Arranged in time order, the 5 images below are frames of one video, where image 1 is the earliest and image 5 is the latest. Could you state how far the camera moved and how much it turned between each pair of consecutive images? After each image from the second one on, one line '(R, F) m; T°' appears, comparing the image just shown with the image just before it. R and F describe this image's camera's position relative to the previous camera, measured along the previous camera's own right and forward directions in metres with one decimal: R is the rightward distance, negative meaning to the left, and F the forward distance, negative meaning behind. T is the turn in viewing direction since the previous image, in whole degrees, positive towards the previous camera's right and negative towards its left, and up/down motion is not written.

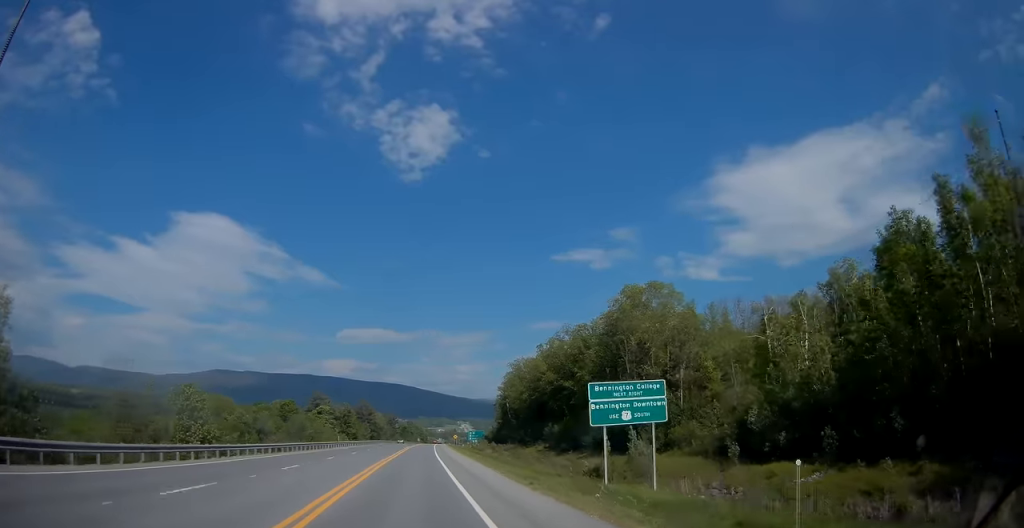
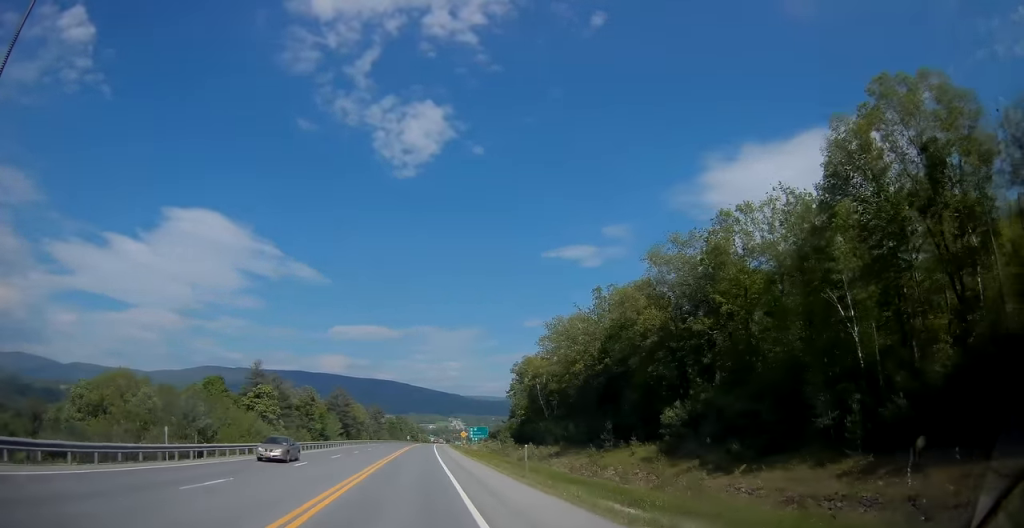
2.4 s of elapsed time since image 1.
(+0.2, +59.2) m; 0°
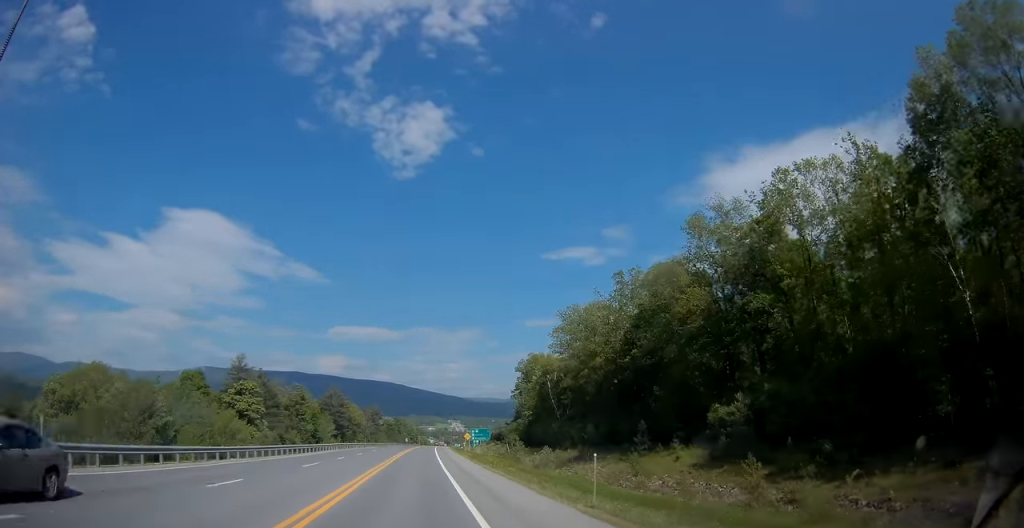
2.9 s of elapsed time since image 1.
(0.0, +11.4) m; 0°
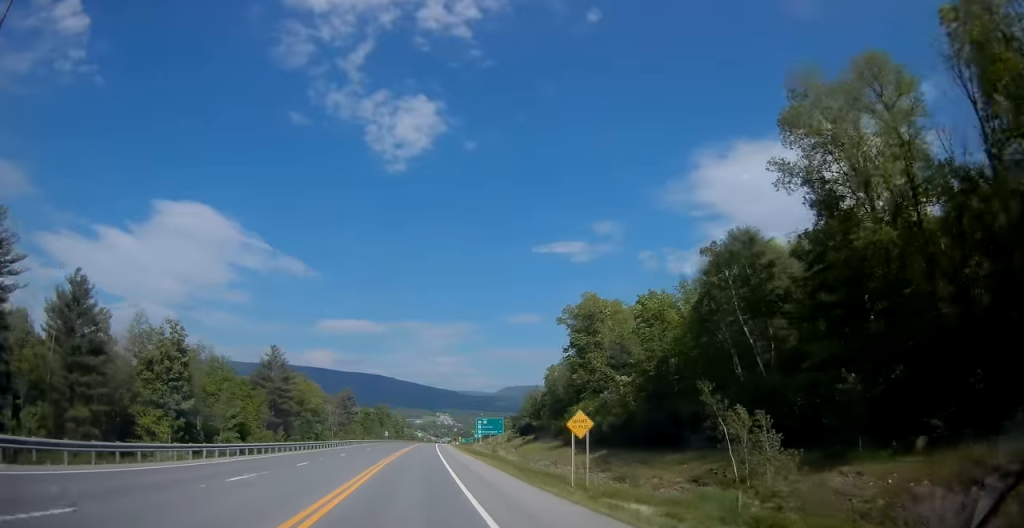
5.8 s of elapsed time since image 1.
(+1.0, +72.3) m; +1°
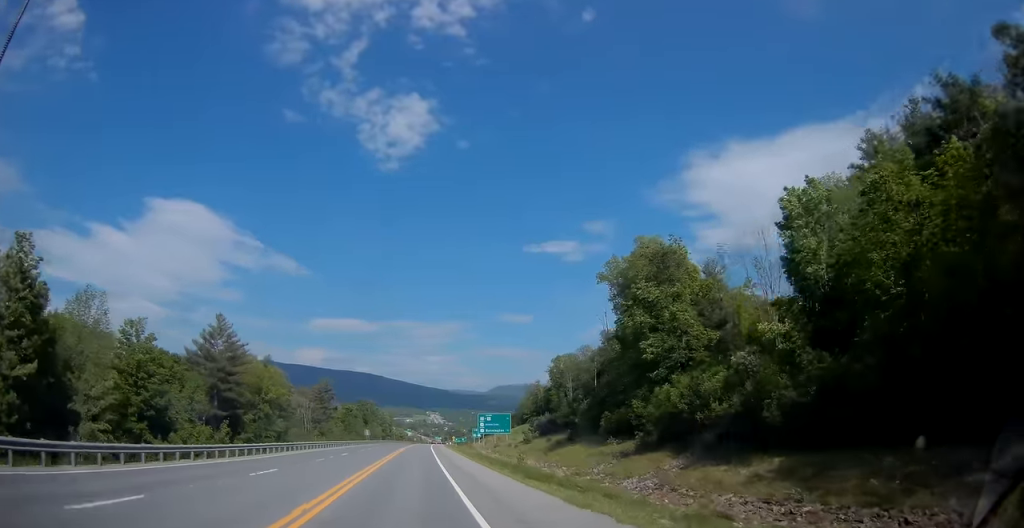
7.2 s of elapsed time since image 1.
(+0.4, +33.3) m; +2°
